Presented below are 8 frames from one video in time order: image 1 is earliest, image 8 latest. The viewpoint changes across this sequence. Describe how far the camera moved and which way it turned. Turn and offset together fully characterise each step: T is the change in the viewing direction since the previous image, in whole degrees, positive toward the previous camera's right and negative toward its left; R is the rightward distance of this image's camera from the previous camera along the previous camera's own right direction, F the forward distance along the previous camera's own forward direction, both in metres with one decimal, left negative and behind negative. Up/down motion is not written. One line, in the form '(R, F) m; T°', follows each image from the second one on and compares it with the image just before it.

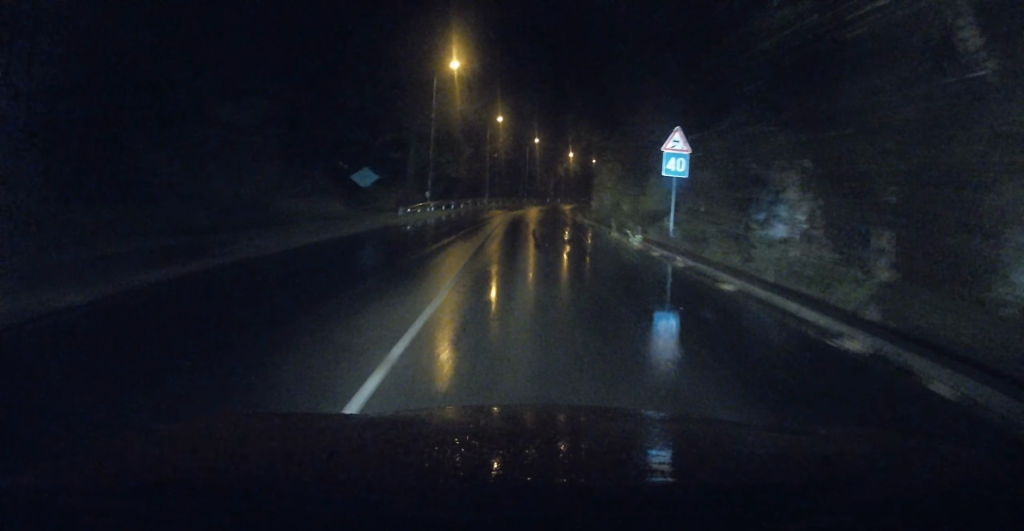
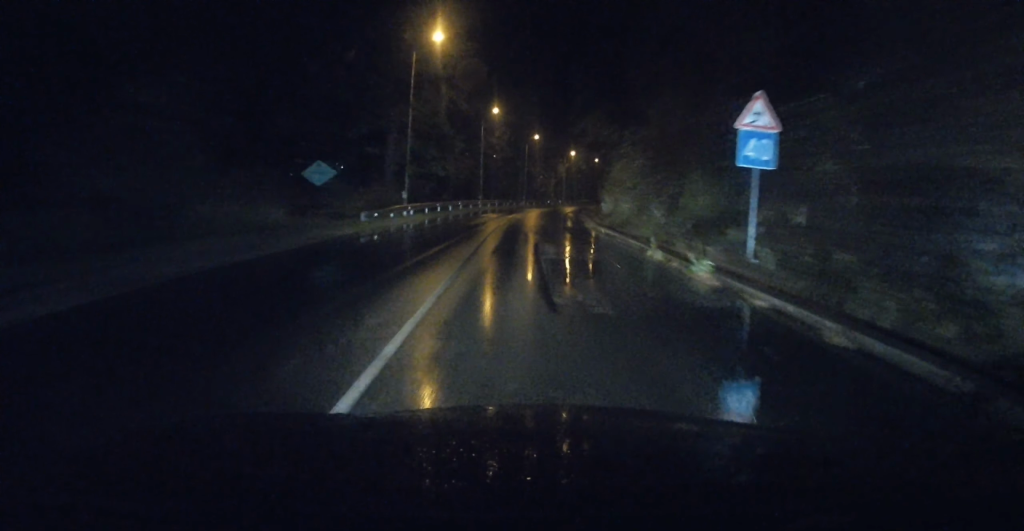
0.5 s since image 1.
(0.0, +7.2) m; +1°
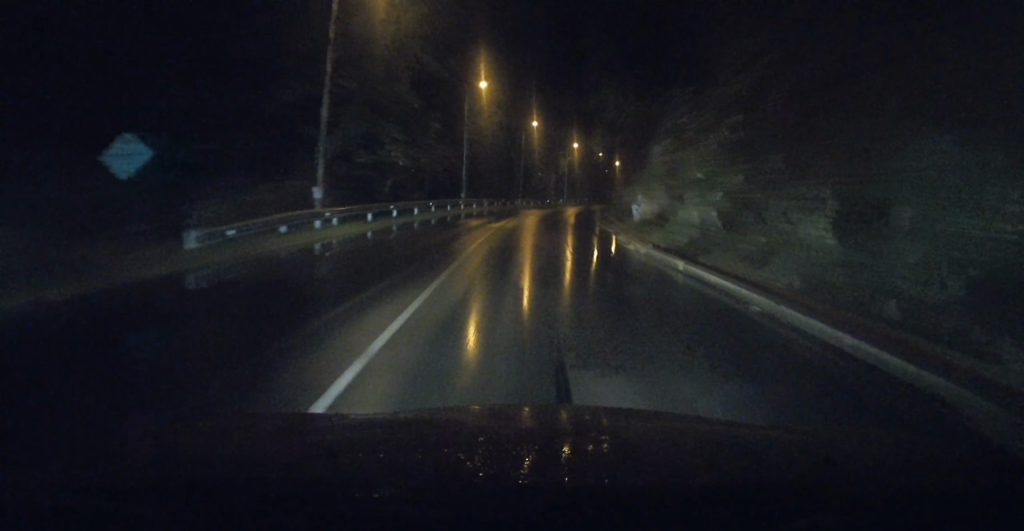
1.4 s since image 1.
(+0.3, +13.1) m; +2°
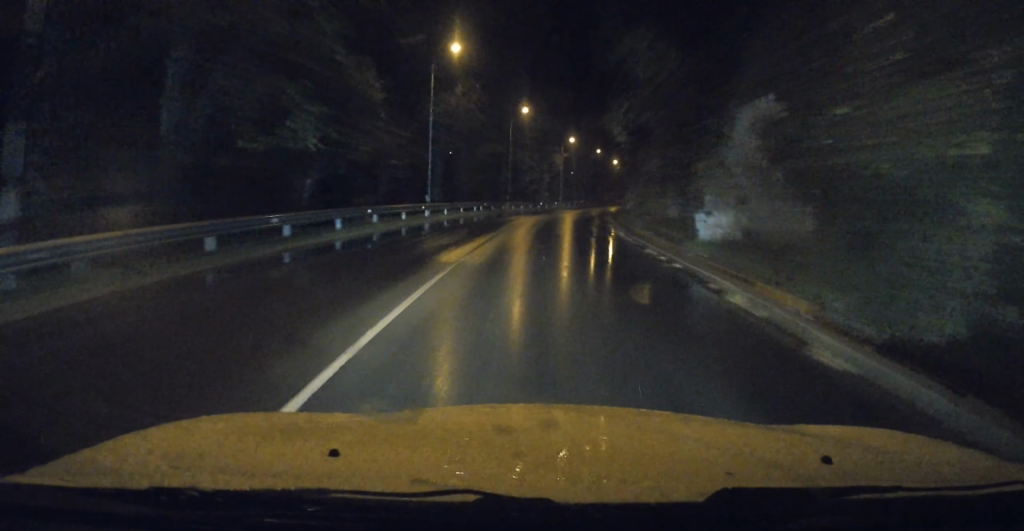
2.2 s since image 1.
(+0.1, +12.2) m; +2°
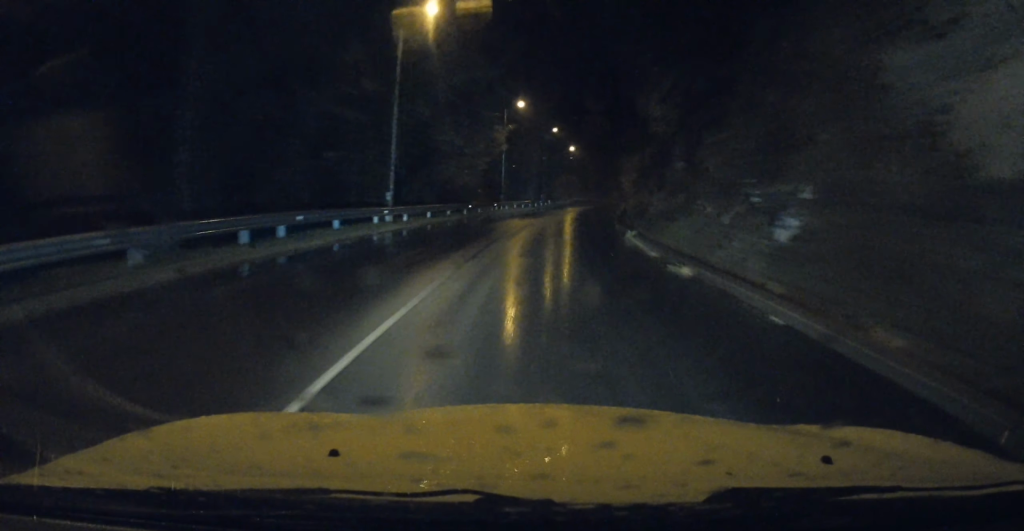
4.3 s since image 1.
(+1.5, +30.3) m; +5°
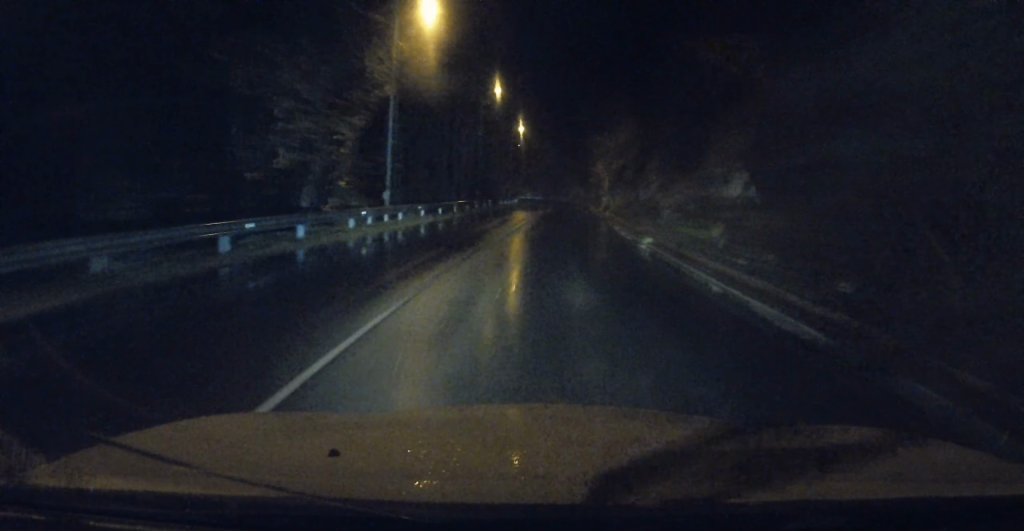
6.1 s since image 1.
(+0.8, +26.7) m; +4°
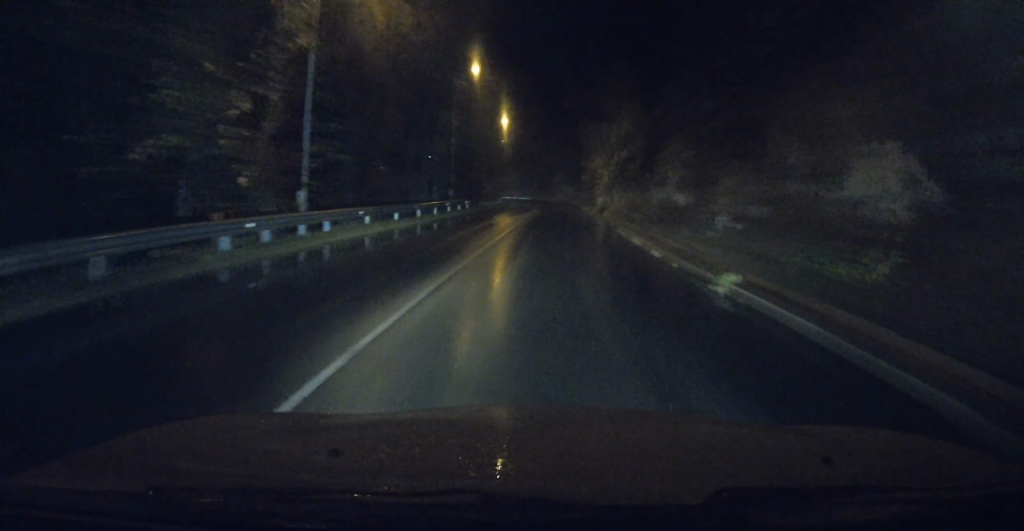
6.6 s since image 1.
(+0.1, +8.1) m; +1°
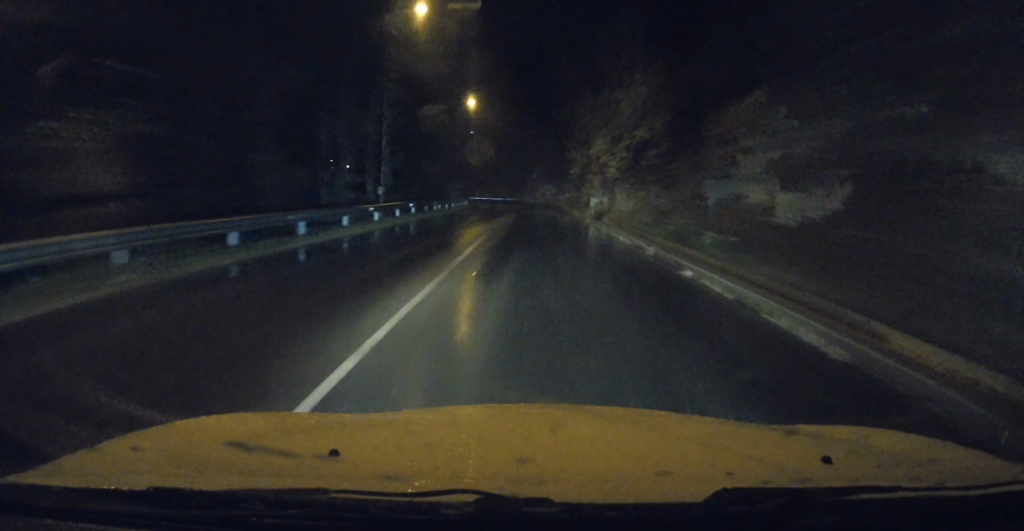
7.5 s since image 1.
(+0.3, +13.0) m; +1°
